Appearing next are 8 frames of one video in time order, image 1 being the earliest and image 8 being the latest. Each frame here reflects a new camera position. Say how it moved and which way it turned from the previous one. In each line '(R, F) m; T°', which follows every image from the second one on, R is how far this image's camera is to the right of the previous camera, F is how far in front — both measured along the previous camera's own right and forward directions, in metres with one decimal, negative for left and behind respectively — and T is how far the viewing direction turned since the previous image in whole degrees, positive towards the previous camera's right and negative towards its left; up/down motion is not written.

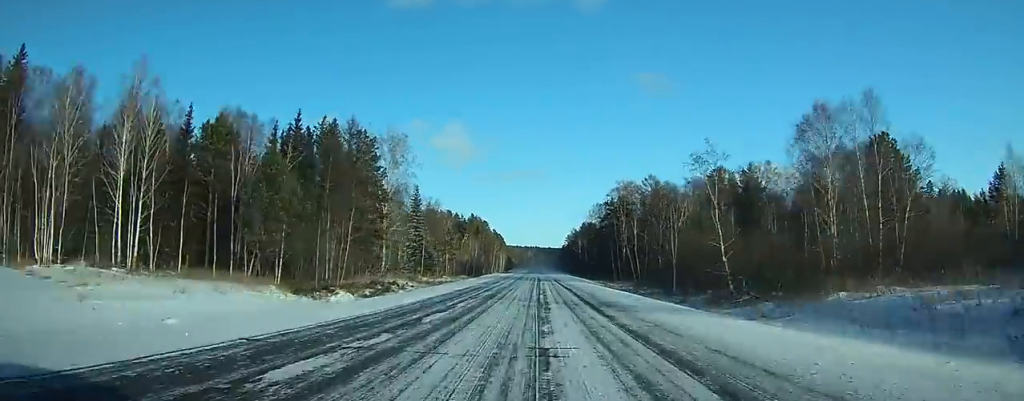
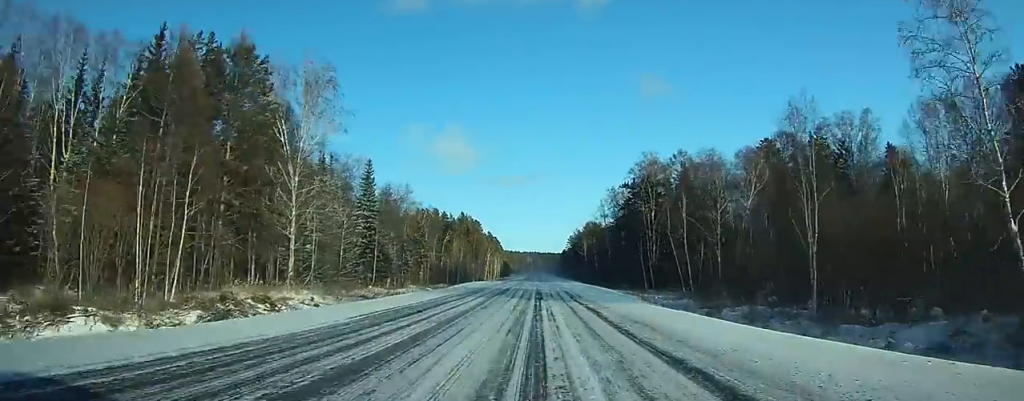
(+0.1, +33.0) m; 0°
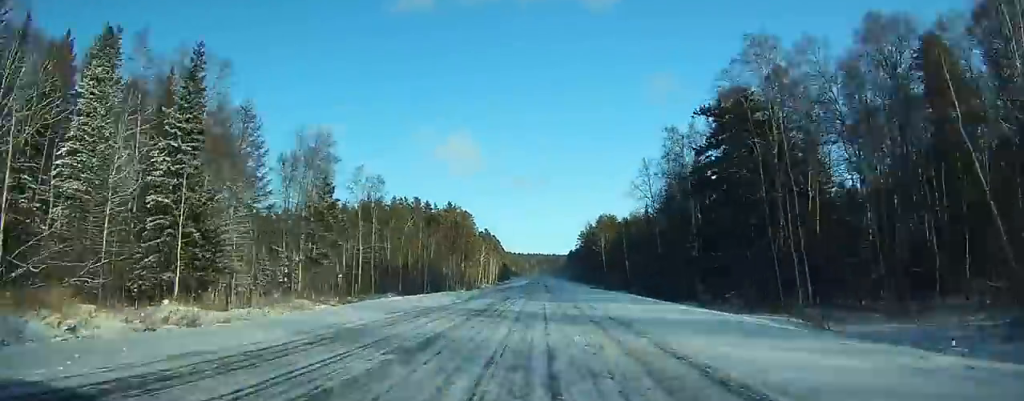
(0.0, +47.4) m; 0°
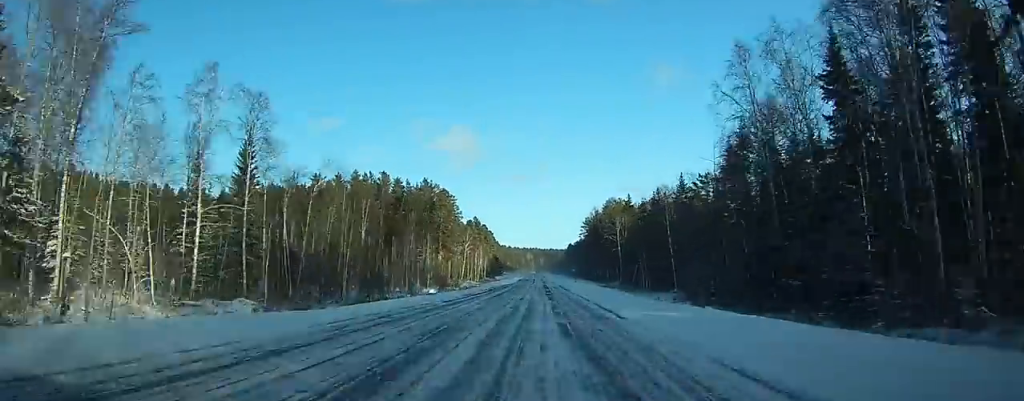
(-0.1, +39.9) m; 0°
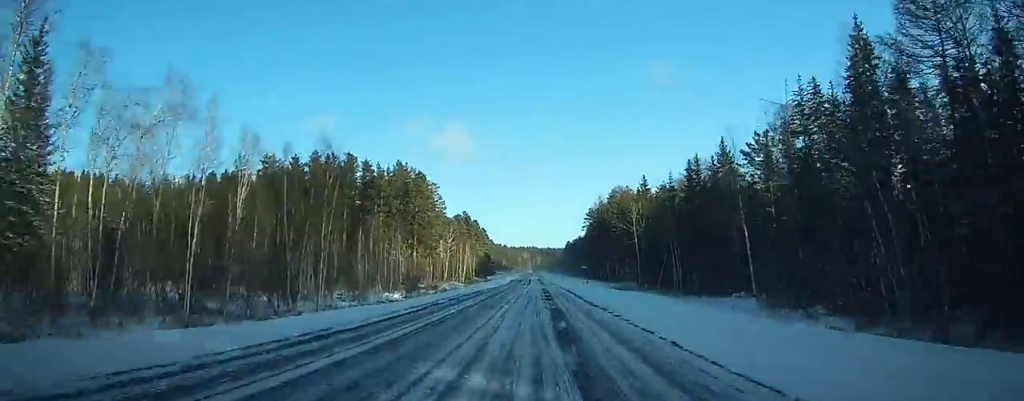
(0.0, +27.2) m; 0°
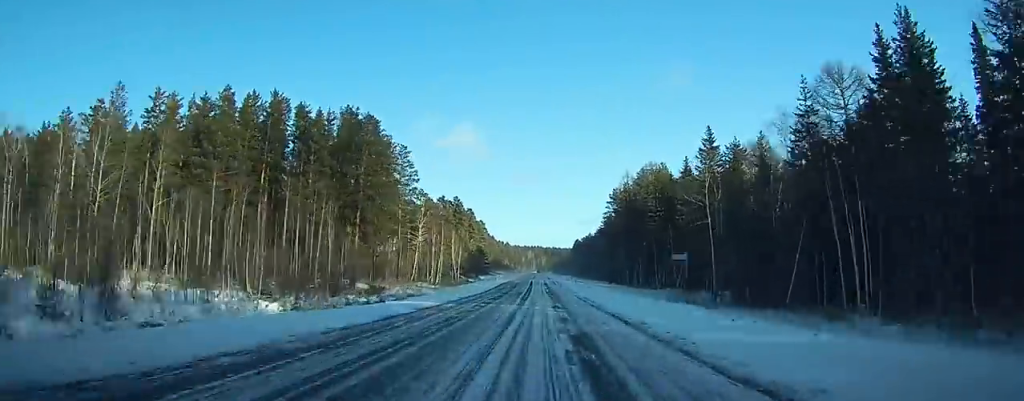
(-0.1, +43.6) m; 0°
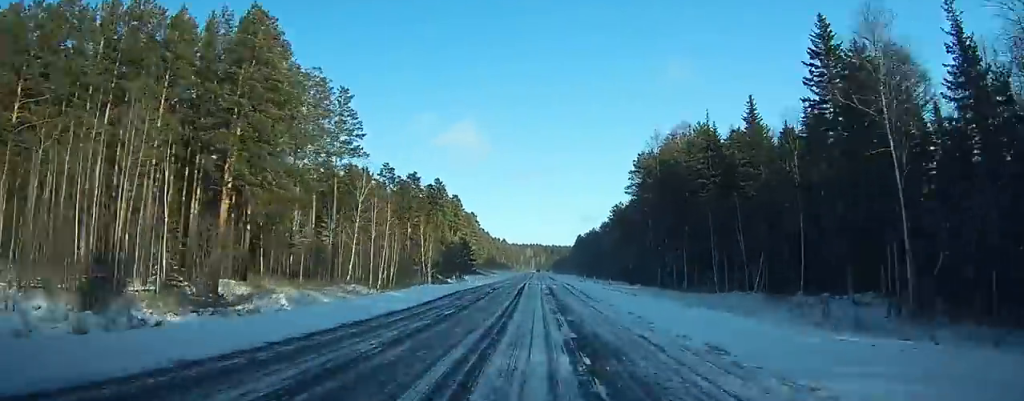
(+0.3, +35.8) m; 0°
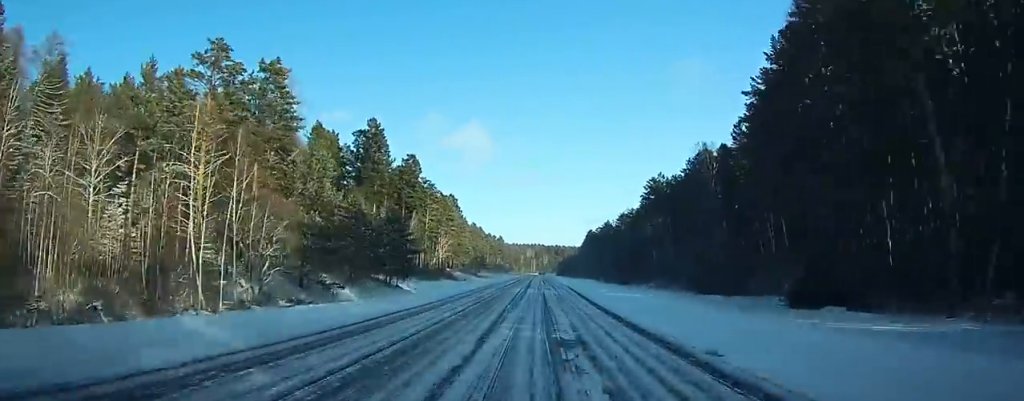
(+0.3, +70.2) m; 0°
